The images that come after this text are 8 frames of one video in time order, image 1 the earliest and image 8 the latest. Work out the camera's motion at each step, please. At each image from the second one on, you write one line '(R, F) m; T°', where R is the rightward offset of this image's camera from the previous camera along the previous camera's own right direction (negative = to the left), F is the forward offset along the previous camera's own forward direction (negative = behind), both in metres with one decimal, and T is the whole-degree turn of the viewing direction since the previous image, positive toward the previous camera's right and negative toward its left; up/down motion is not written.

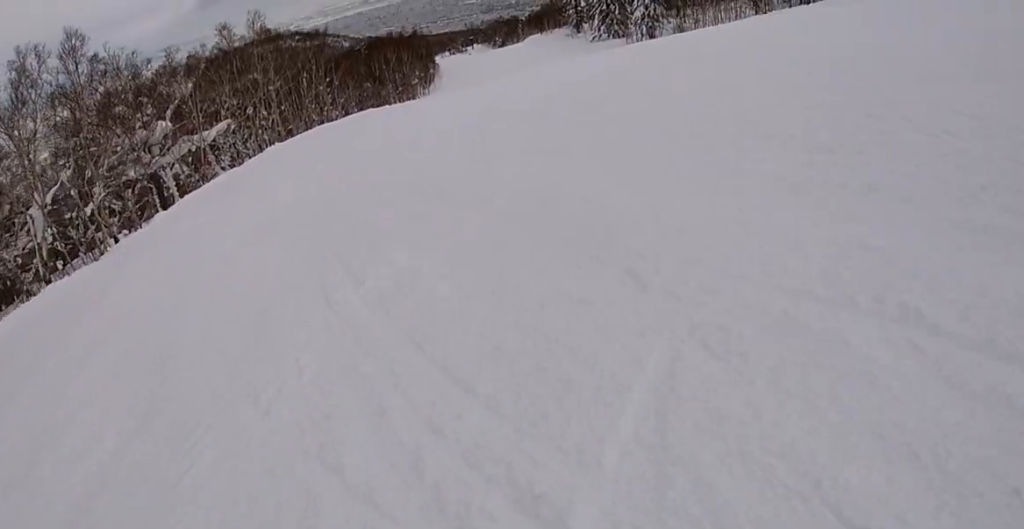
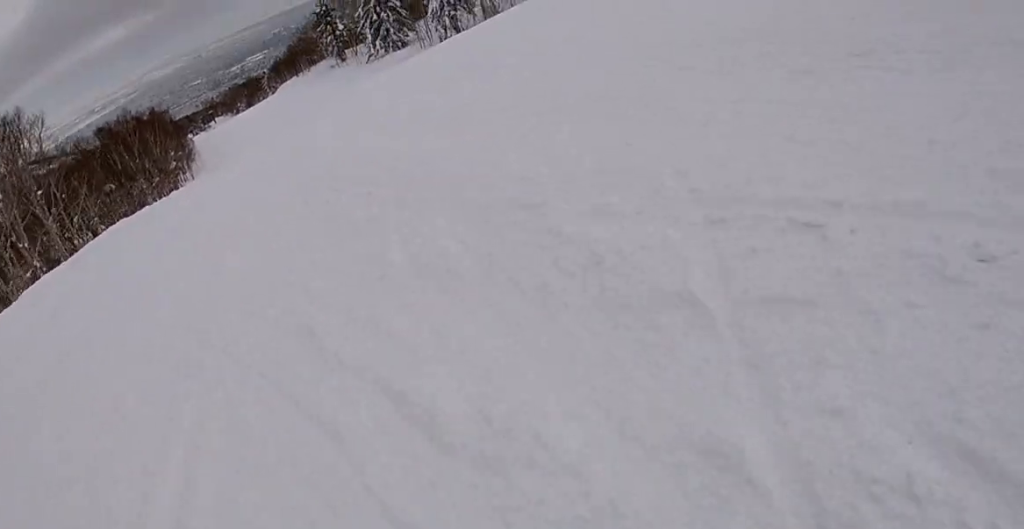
(+4.1, +18.8) m; +27°
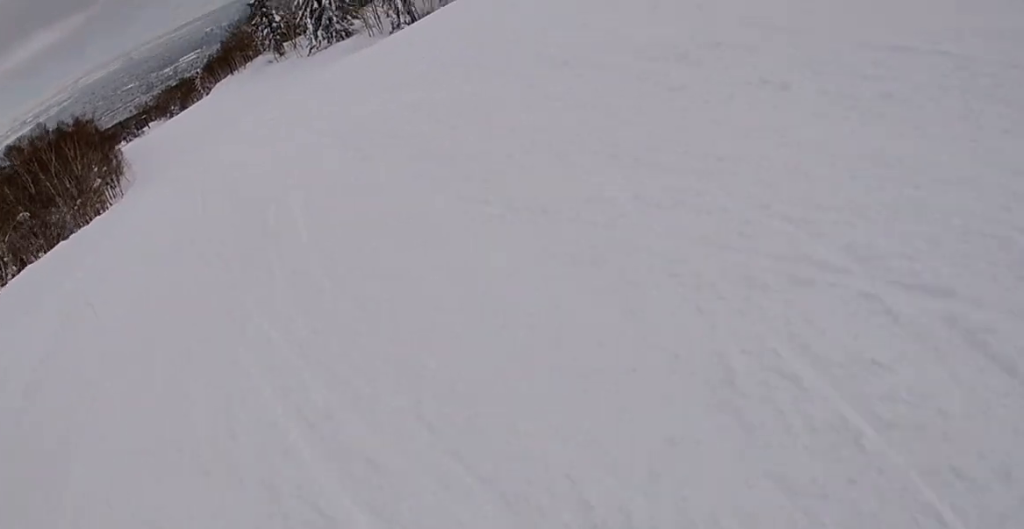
(+0.6, +6.0) m; +7°
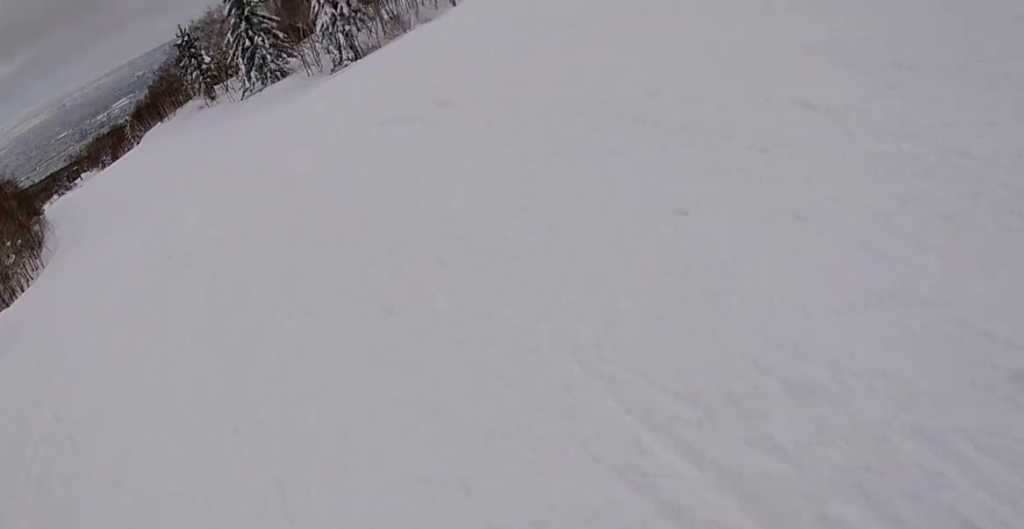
(+0.1, +6.3) m; +7°
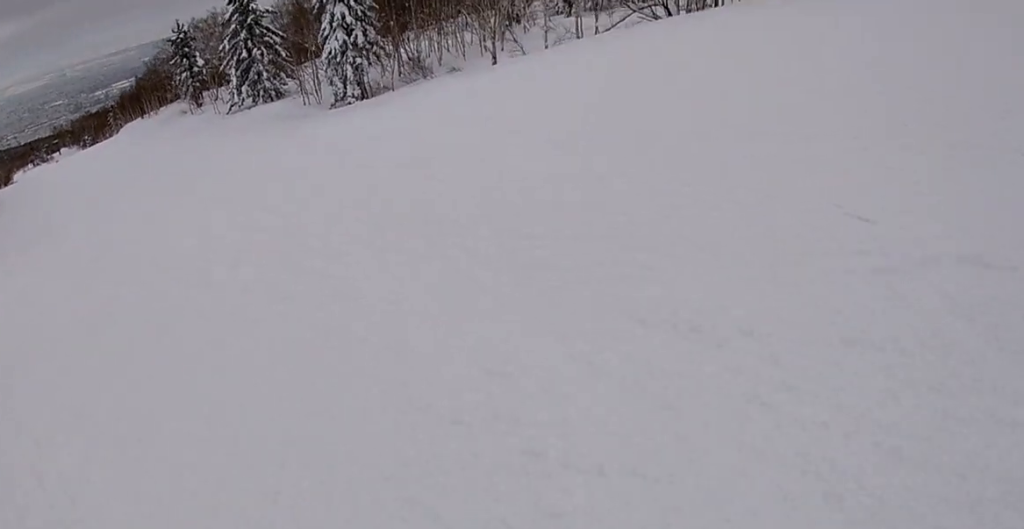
(+1.3, +9.4) m; +7°
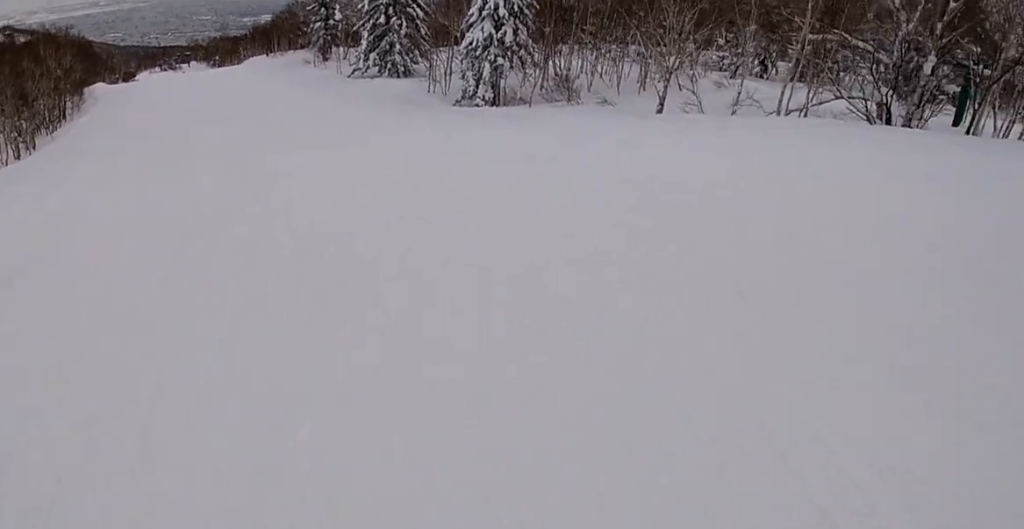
(+0.3, +6.9) m; +2°
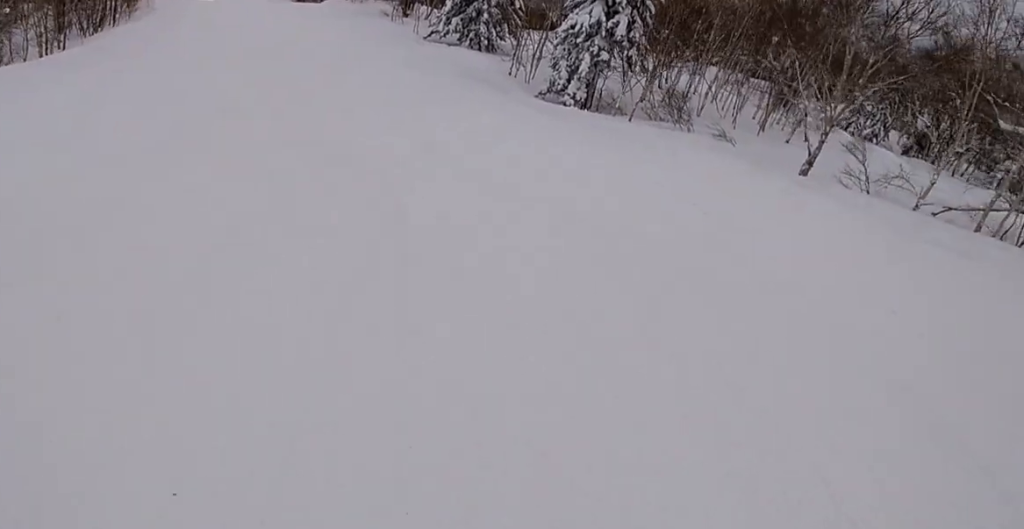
(0.0, +7.4) m; -1°
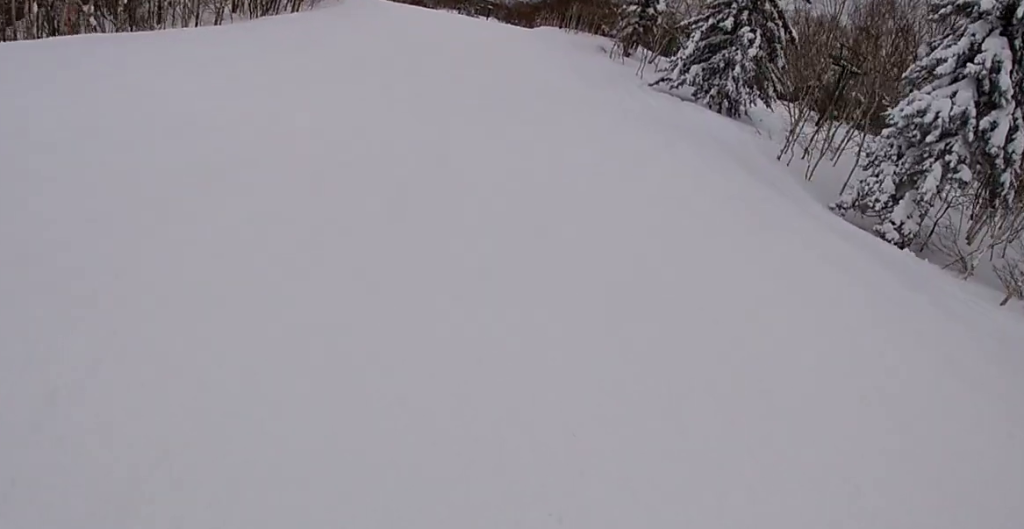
(-0.3, +11.9) m; -17°
